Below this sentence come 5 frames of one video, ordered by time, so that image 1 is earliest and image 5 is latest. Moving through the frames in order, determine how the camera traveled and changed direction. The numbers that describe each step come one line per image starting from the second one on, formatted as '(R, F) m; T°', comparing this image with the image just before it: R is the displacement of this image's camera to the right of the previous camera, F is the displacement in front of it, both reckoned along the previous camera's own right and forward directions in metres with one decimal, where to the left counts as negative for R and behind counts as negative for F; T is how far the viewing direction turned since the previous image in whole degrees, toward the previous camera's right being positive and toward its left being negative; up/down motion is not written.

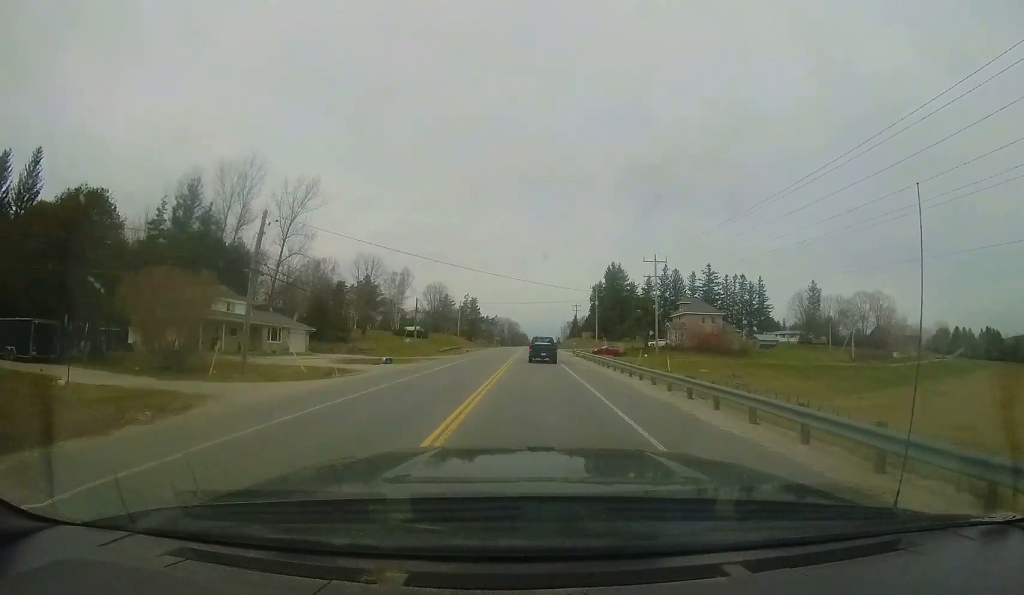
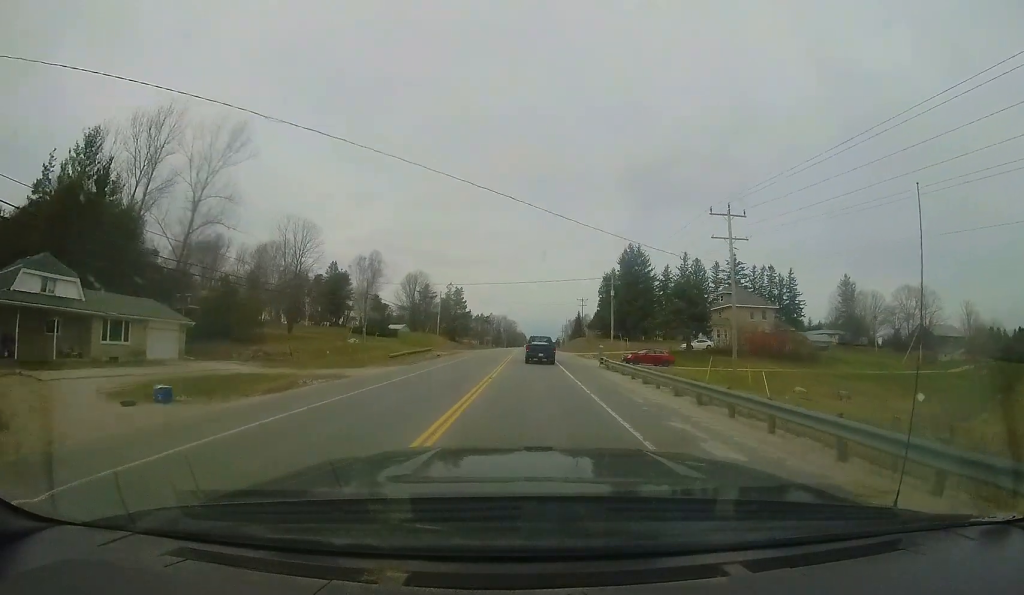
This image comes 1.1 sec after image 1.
(+0.1, +19.1) m; 0°
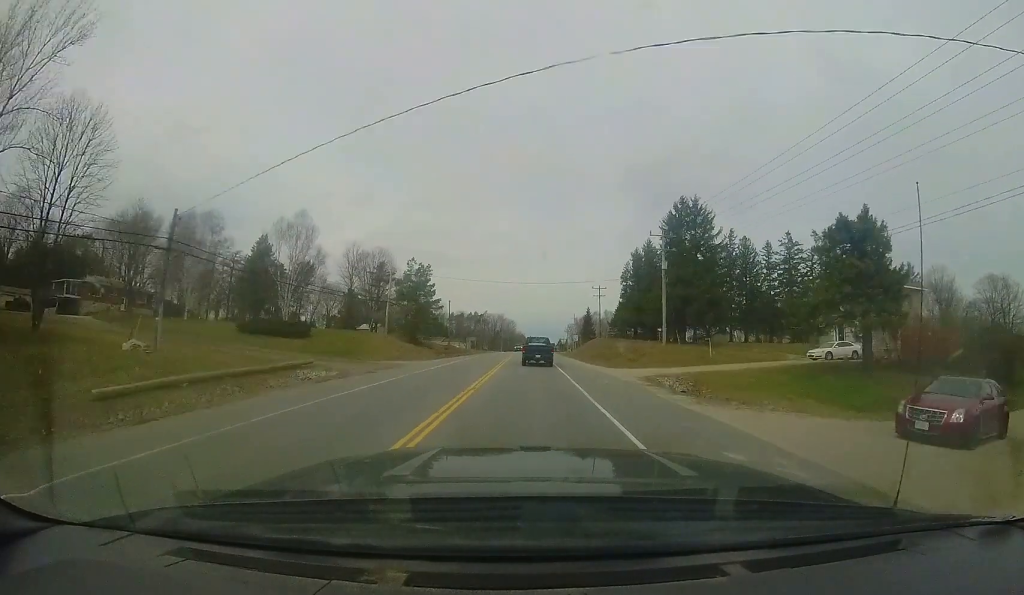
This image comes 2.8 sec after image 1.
(-0.2, +27.3) m; -1°
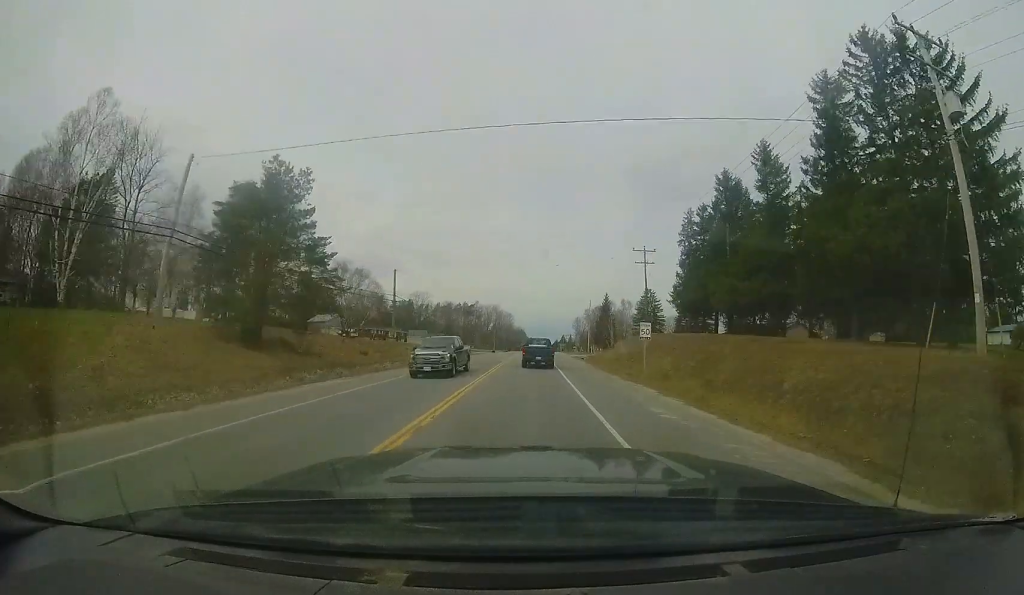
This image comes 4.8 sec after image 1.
(+0.1, +32.4) m; +1°
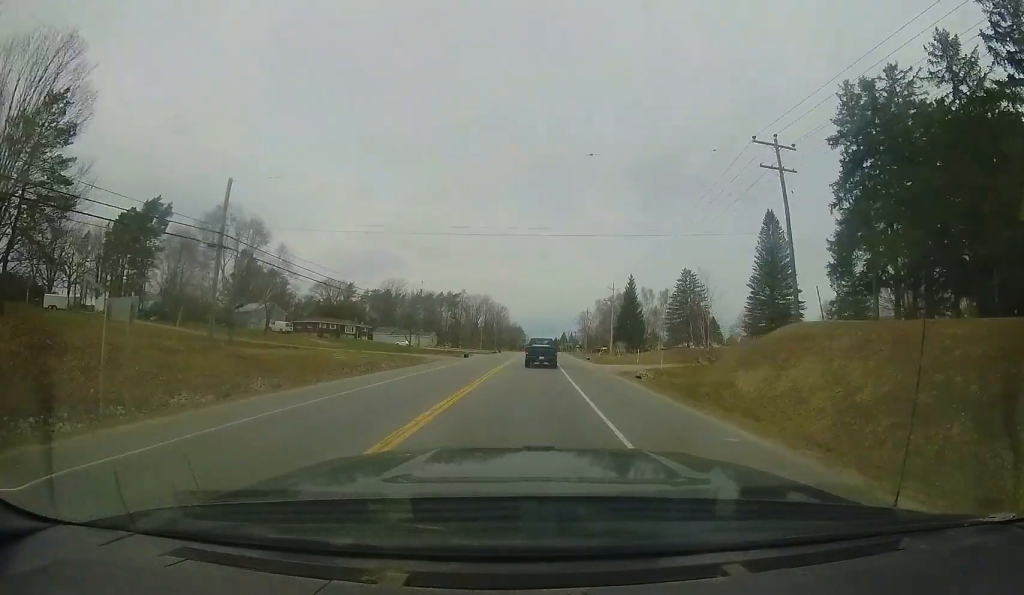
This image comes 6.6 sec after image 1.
(-0.3, +27.8) m; -1°
